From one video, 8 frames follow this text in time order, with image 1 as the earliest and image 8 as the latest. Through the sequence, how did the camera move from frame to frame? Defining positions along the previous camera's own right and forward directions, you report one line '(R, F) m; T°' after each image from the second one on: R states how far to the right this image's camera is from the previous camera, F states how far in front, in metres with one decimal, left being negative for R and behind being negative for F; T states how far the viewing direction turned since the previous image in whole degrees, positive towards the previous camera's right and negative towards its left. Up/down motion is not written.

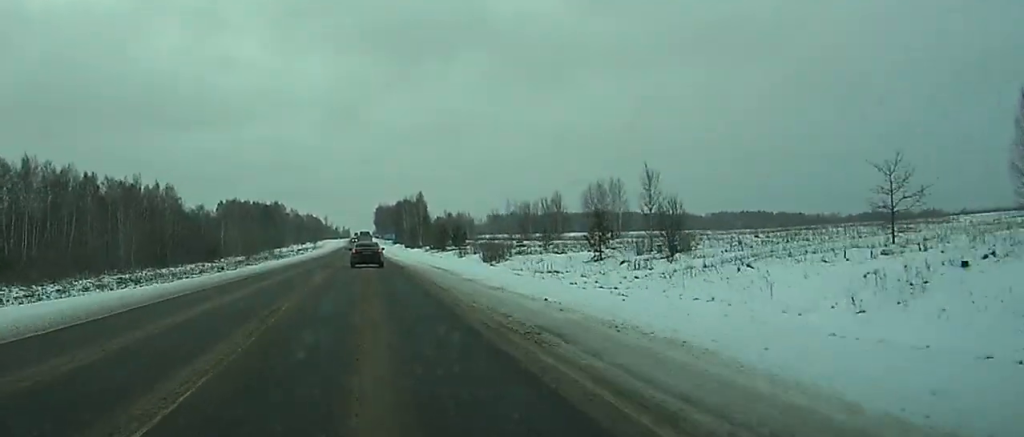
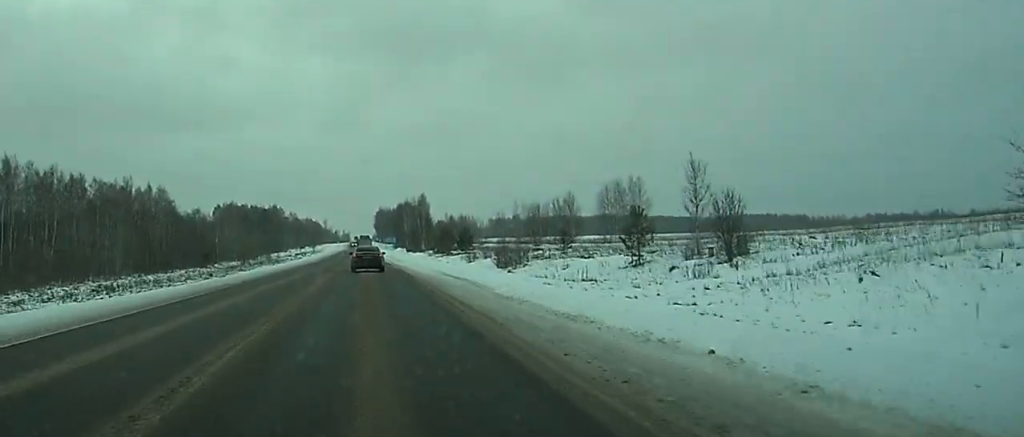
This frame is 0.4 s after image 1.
(0.0, +8.6) m; 0°
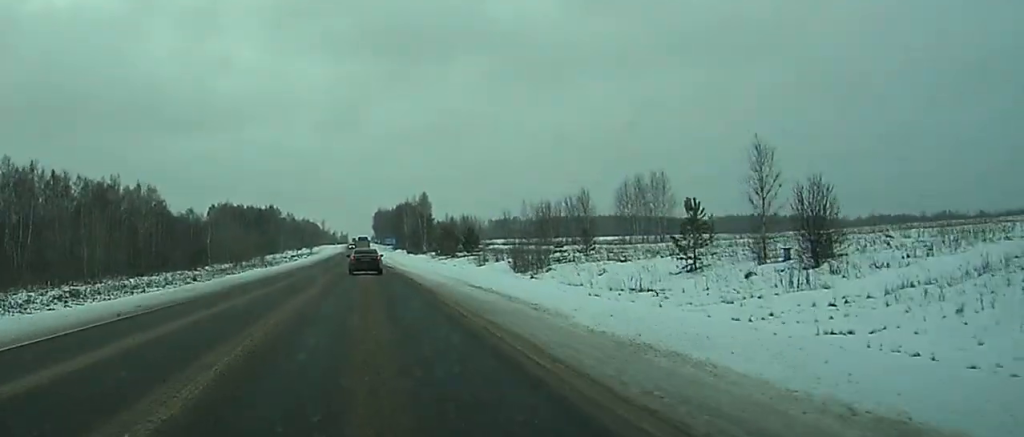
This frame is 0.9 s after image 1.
(0.0, +9.3) m; 0°
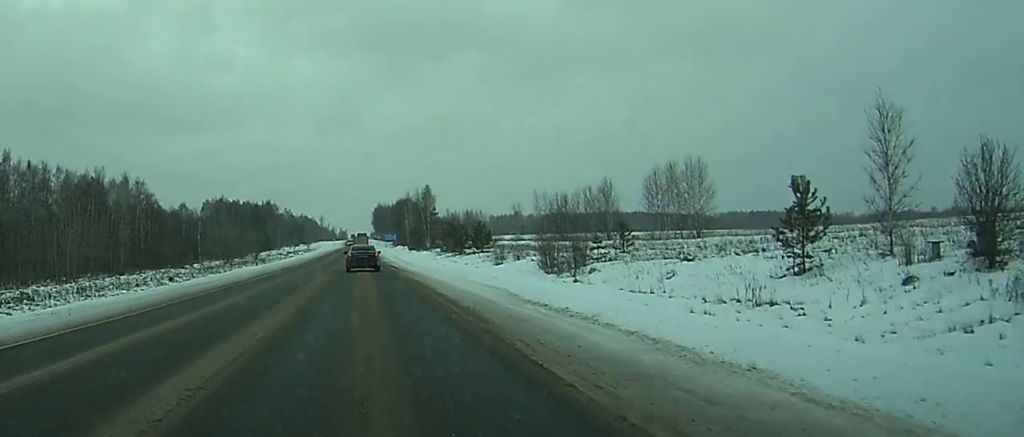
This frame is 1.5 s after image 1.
(0.0, +11.3) m; 0°
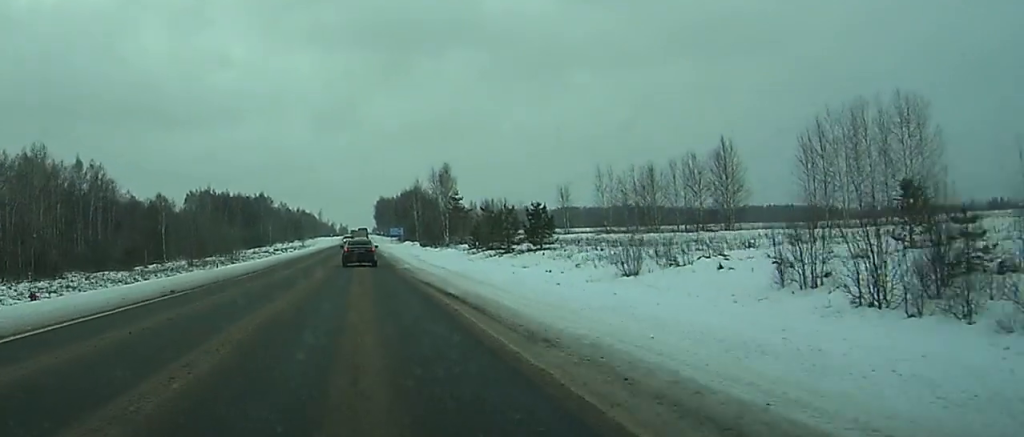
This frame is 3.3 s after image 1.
(+0.1, +36.1) m; 0°
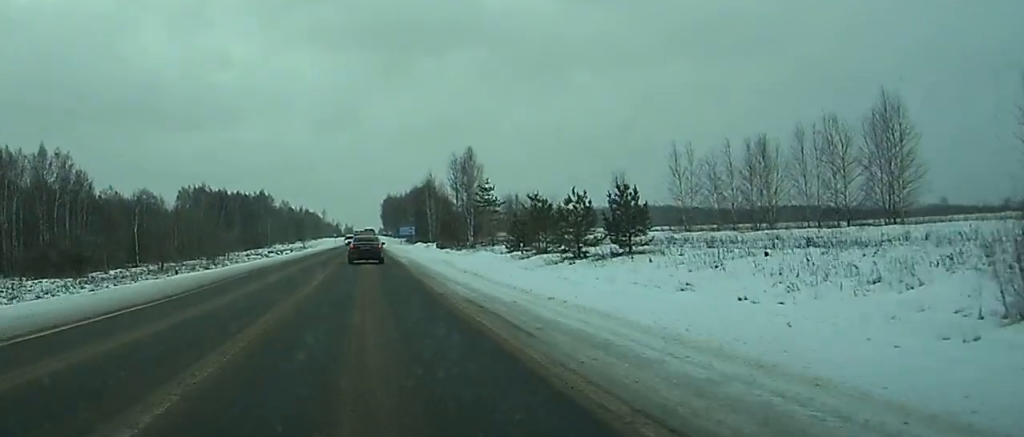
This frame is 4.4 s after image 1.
(0.0, +23.9) m; 0°
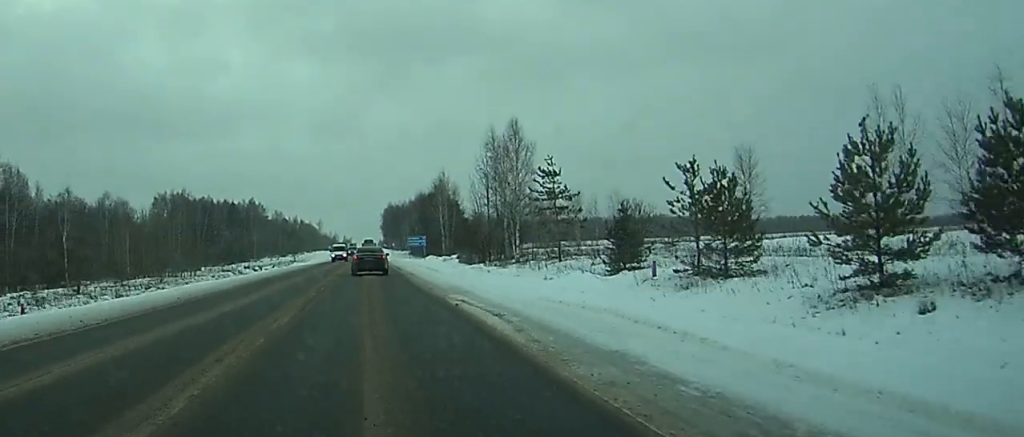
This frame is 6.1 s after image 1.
(-0.1, +35.0) m; 0°
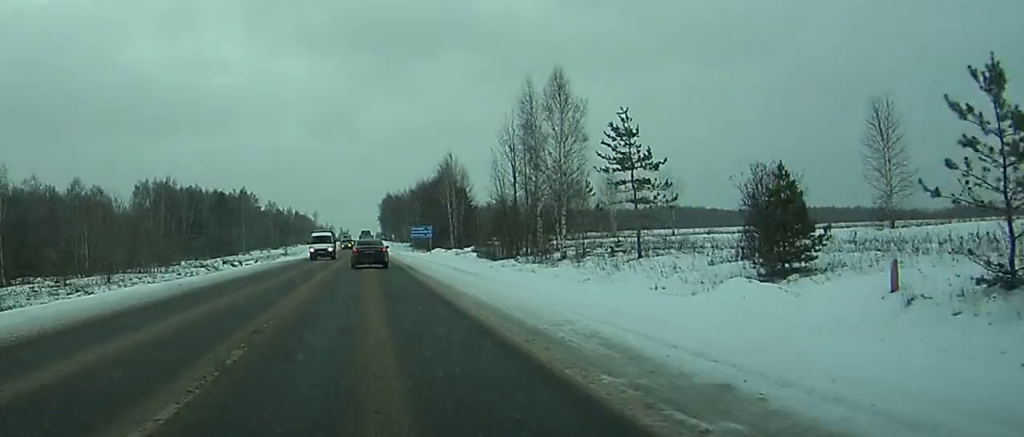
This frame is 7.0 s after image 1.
(-0.1, +21.4) m; -2°
